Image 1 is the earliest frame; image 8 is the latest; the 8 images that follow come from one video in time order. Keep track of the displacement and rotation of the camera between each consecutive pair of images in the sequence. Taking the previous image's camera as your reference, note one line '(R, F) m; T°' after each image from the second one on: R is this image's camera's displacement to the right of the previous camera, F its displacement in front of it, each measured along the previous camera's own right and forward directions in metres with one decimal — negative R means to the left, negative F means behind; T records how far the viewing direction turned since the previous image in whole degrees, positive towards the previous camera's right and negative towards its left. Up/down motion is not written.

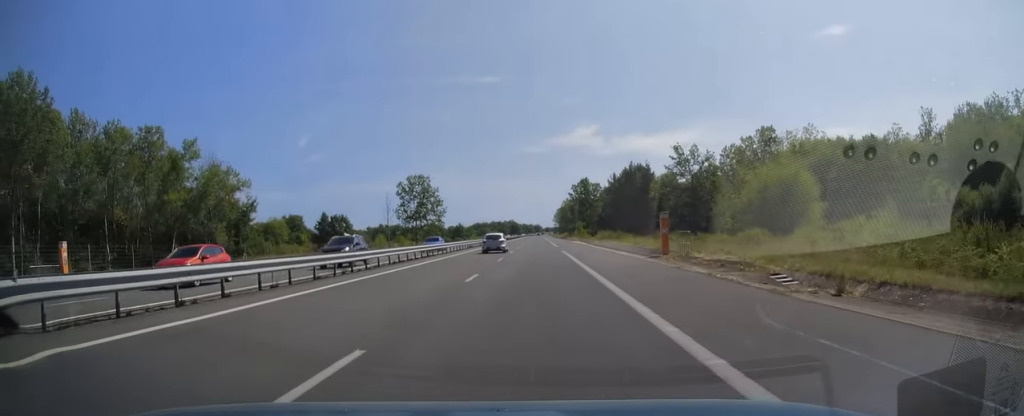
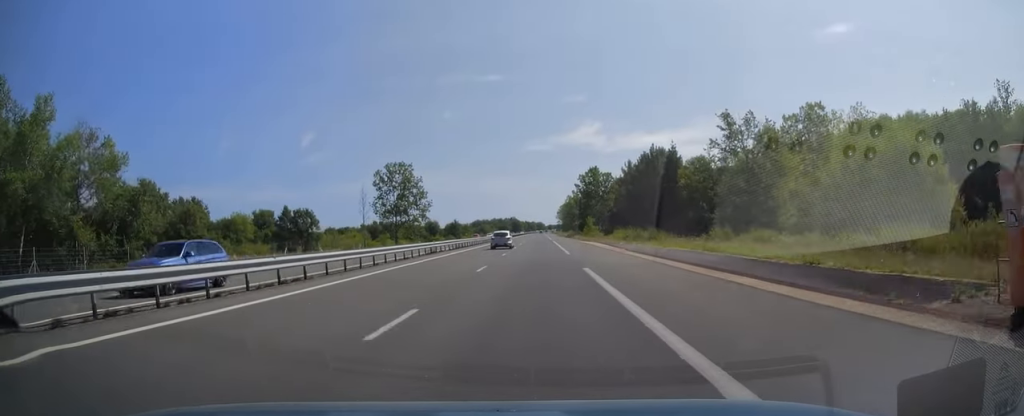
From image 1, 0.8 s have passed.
(-0.2, +22.6) m; -1°
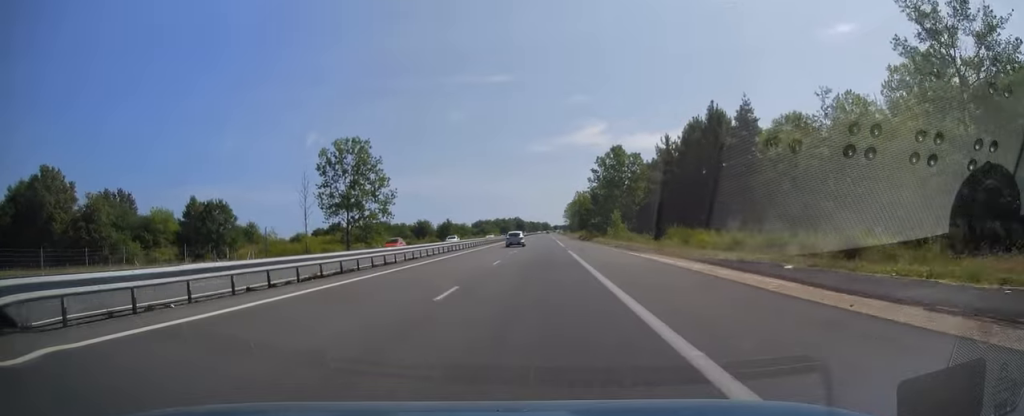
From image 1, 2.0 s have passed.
(-0.2, +35.0) m; 0°
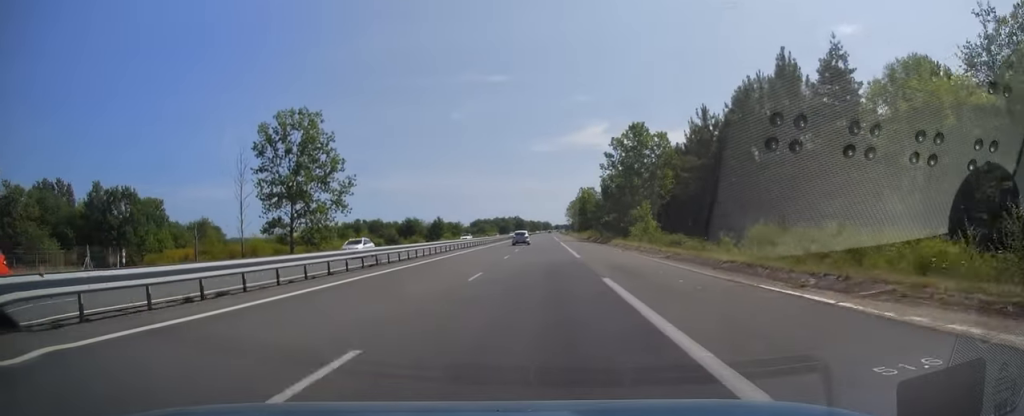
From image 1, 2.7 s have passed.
(0.0, +21.6) m; 0°
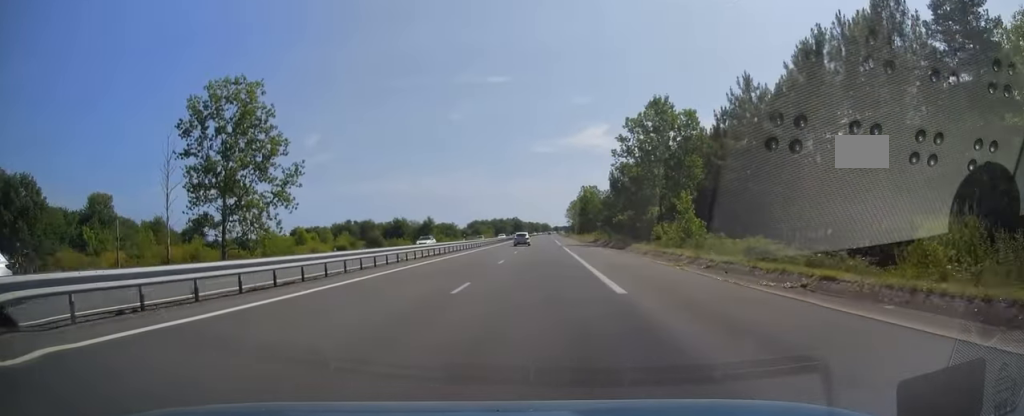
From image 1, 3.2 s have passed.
(0.0, +16.2) m; 0°
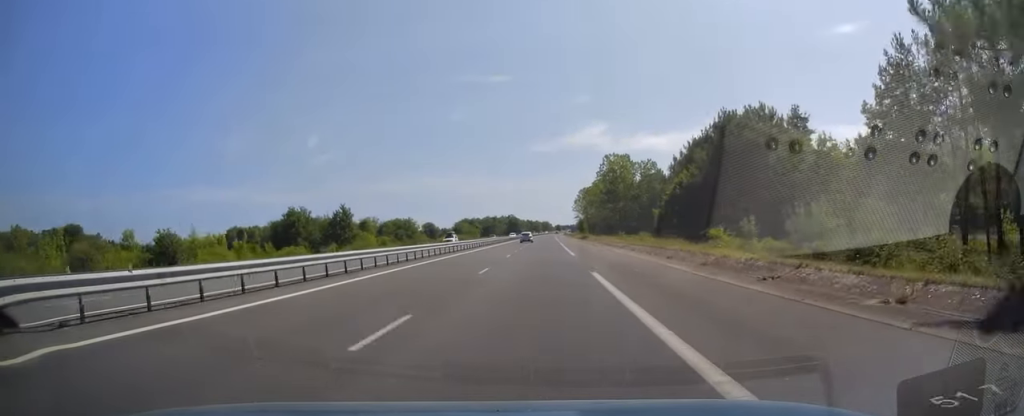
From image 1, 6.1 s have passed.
(+0.6, +85.5) m; 0°
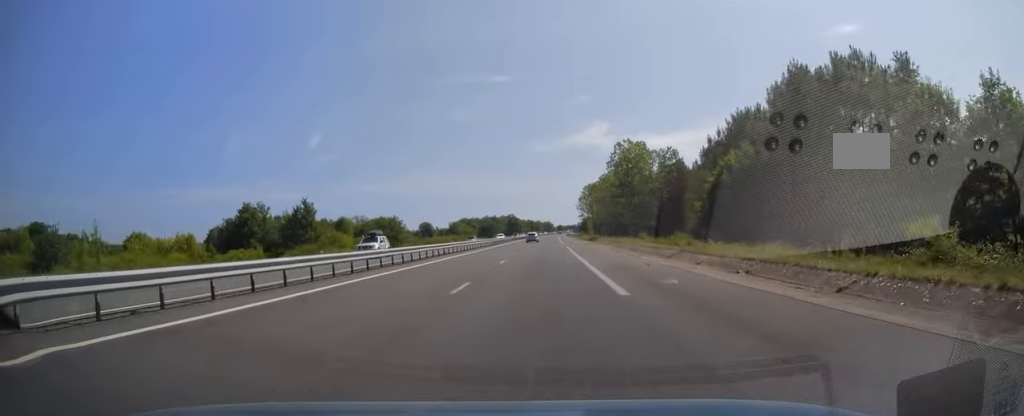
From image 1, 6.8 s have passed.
(0.0, +19.7) m; 0°
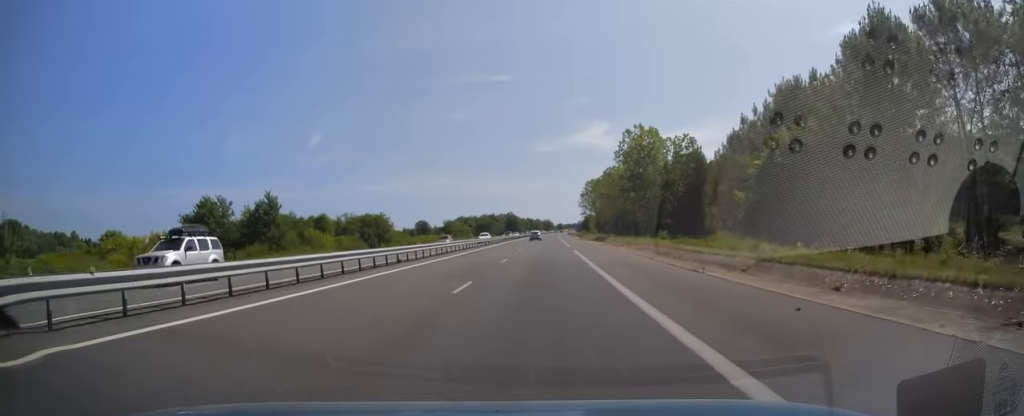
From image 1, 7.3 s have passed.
(0.0, +13.3) m; 0°
